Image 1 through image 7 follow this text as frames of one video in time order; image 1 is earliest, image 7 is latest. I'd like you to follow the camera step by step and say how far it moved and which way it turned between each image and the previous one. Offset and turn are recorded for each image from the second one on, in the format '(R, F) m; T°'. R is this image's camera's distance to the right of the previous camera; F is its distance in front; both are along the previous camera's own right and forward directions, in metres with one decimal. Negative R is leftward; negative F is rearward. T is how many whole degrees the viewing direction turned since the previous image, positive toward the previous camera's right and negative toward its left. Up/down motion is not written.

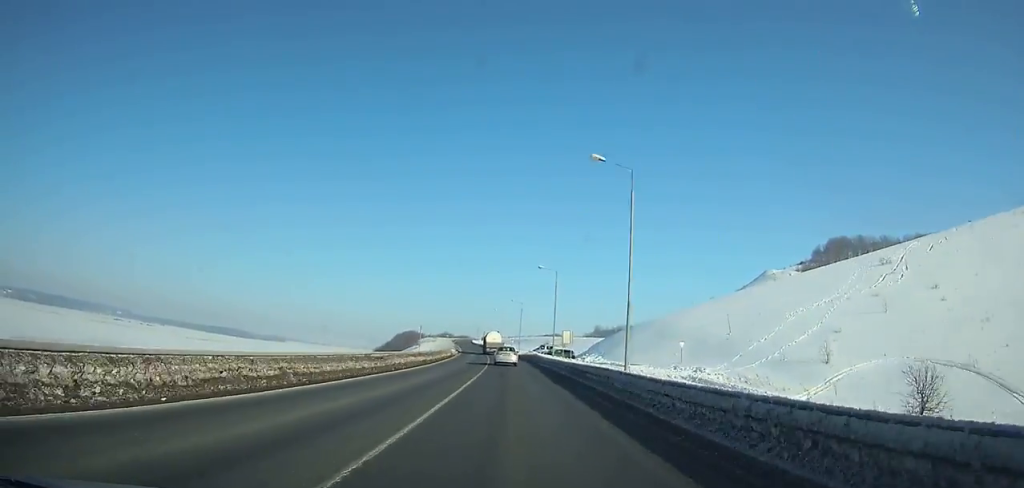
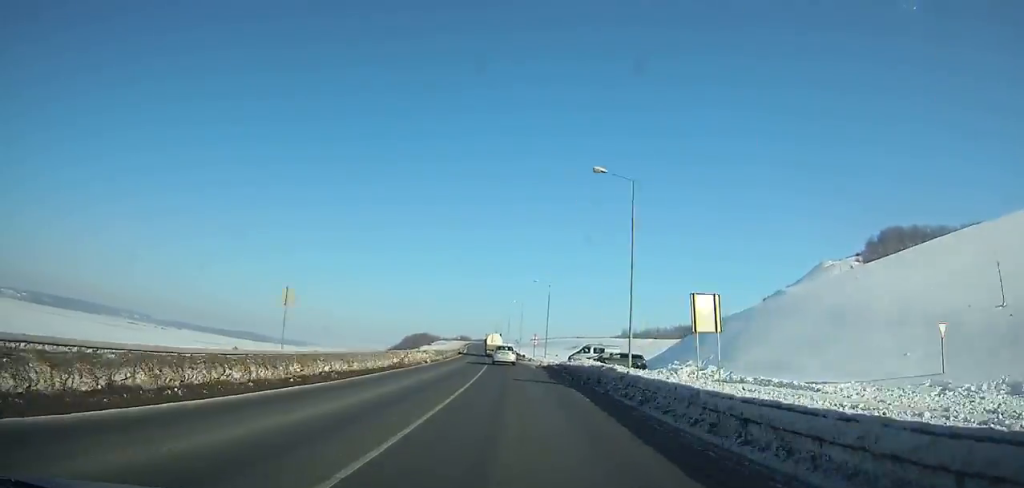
(-0.5, +38.4) m; -2°
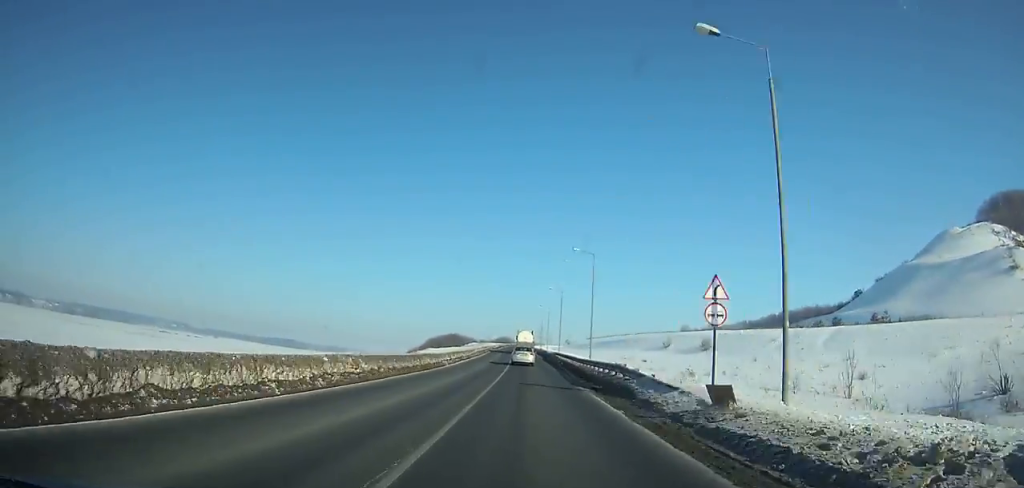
(-2.1, +62.2) m; -2°
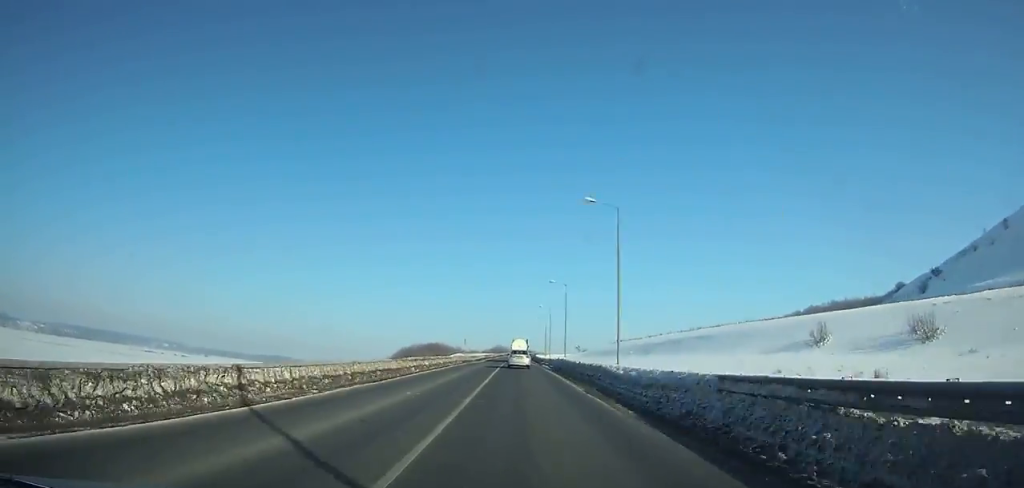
(-0.5, +59.5) m; -1°
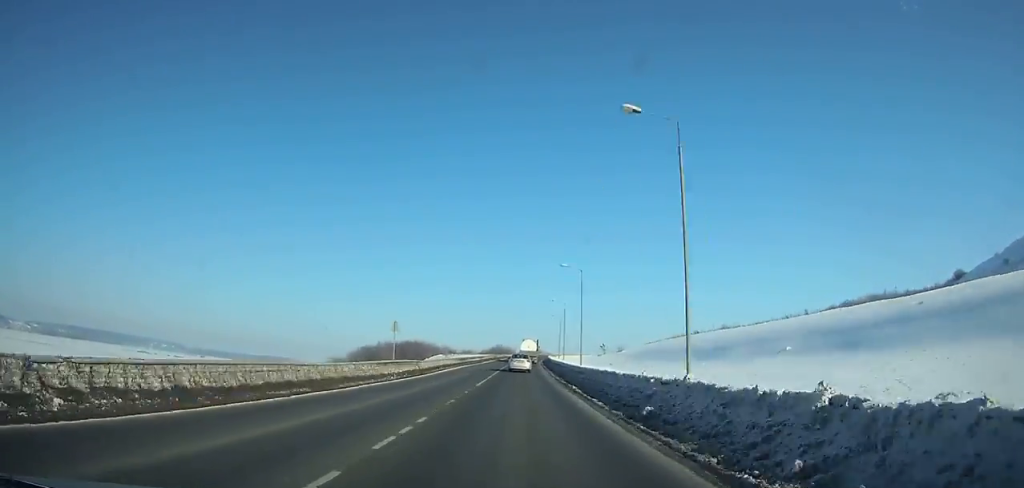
(-0.2, +55.0) m; 0°
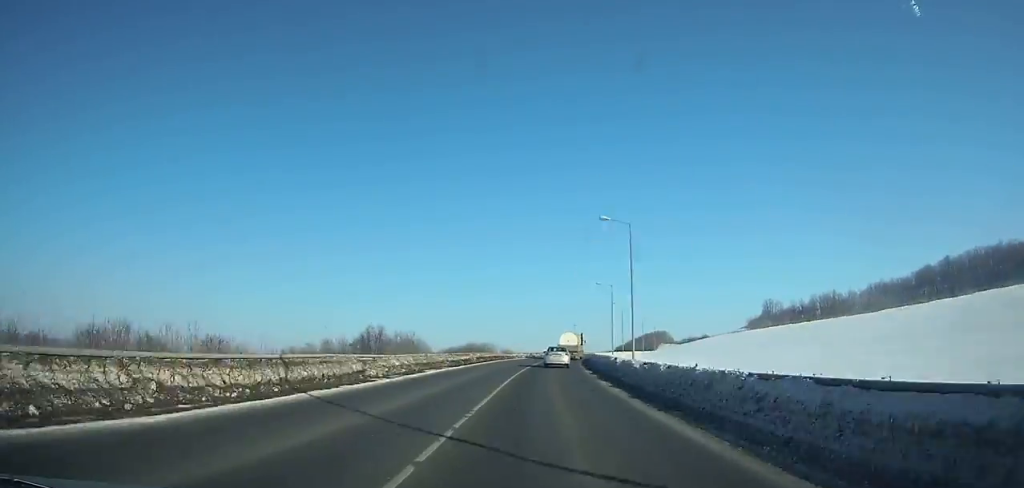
(+8.1, +173.3) m; +8°
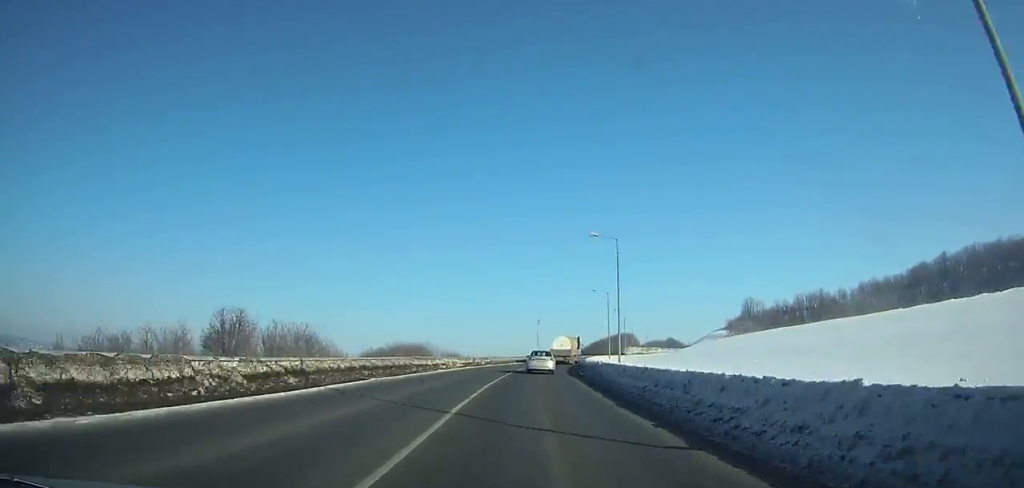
(+1.0, +35.5) m; +4°
